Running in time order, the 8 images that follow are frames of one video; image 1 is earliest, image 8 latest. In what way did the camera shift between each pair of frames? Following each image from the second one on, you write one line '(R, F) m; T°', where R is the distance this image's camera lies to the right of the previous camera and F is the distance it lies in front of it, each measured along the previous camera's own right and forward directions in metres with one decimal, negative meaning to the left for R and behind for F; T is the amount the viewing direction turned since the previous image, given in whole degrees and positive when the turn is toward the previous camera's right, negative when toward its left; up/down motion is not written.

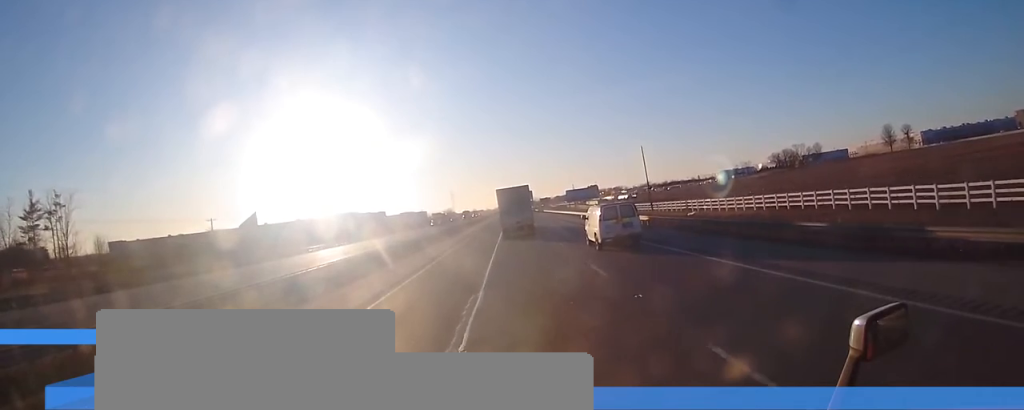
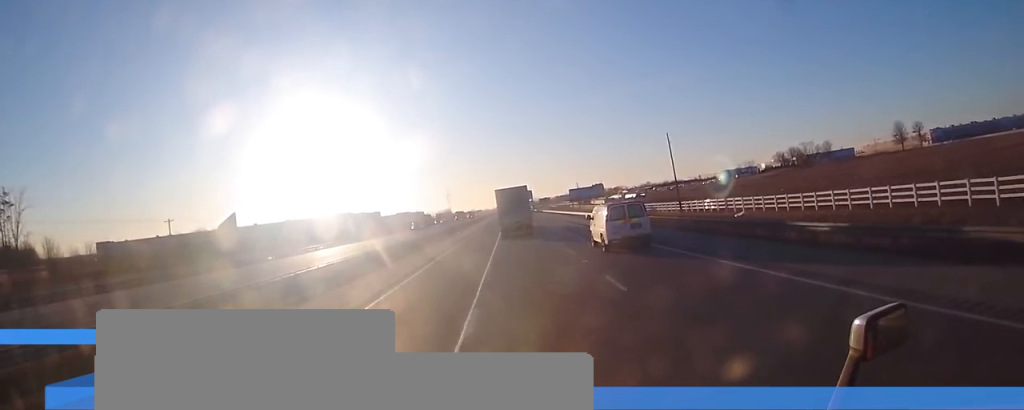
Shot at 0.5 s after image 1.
(-0.2, +15.1) m; 0°
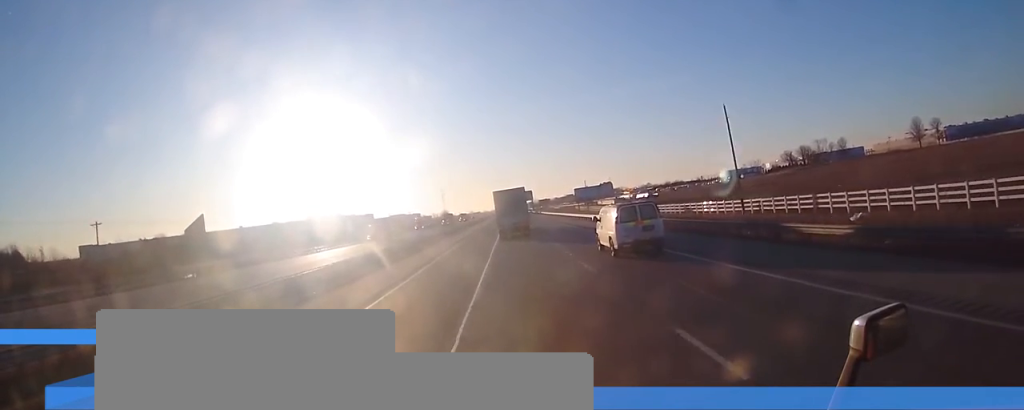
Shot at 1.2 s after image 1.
(-0.1, +19.8) m; 0°
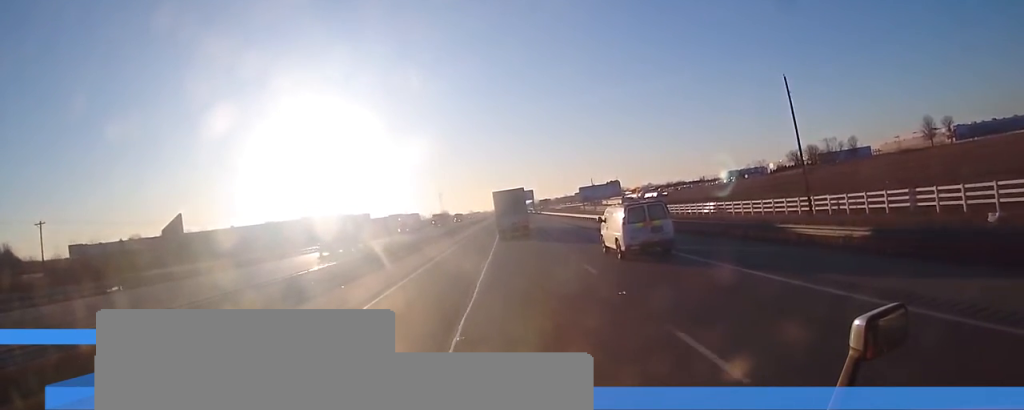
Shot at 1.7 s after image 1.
(+0.1, +12.2) m; +1°
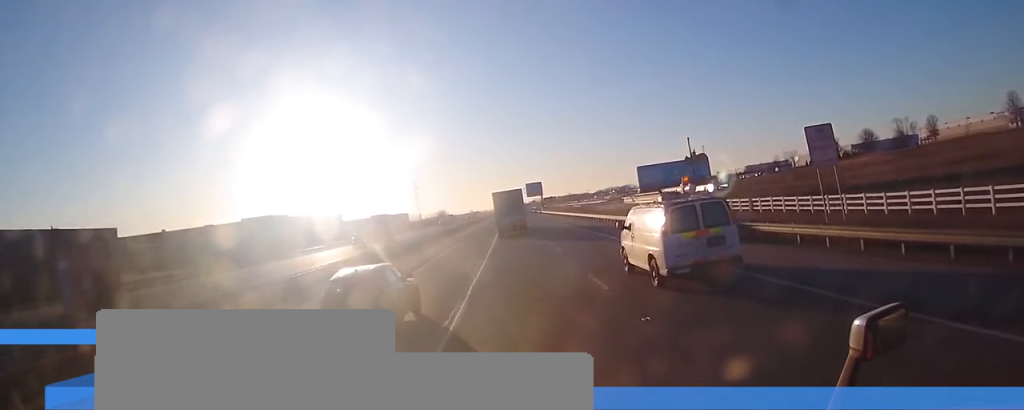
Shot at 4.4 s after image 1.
(+0.3, +75.2) m; 0°
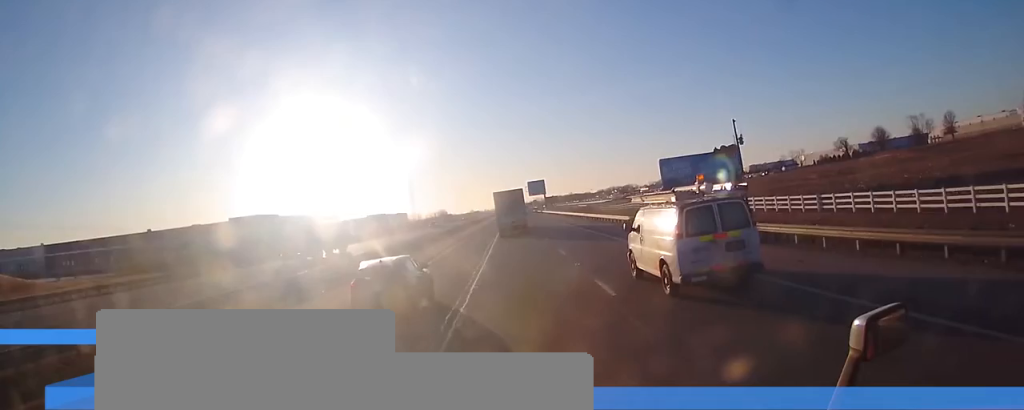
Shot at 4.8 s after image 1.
(+0.1, +13.6) m; 0°
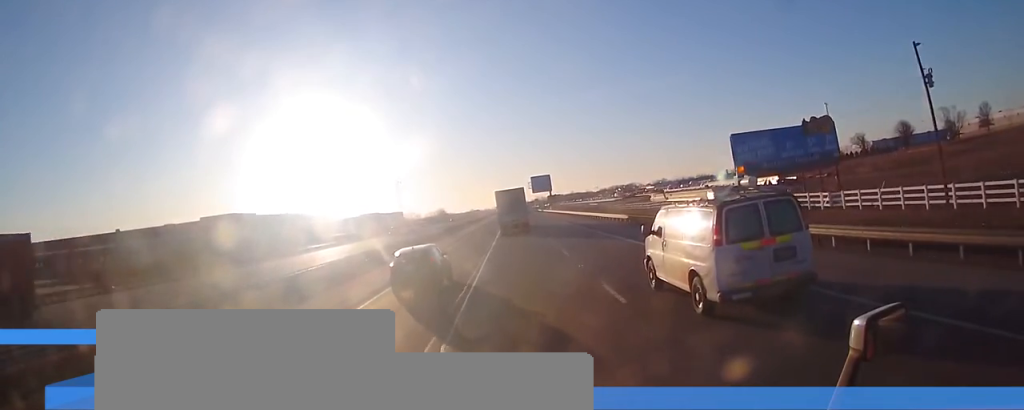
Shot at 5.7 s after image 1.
(-0.3, +24.8) m; 0°
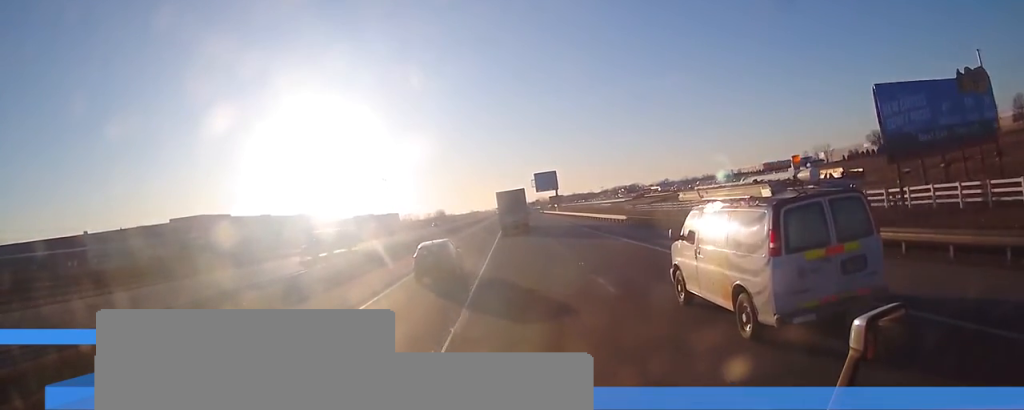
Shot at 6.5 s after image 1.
(+0.1, +22.4) m; 0°
